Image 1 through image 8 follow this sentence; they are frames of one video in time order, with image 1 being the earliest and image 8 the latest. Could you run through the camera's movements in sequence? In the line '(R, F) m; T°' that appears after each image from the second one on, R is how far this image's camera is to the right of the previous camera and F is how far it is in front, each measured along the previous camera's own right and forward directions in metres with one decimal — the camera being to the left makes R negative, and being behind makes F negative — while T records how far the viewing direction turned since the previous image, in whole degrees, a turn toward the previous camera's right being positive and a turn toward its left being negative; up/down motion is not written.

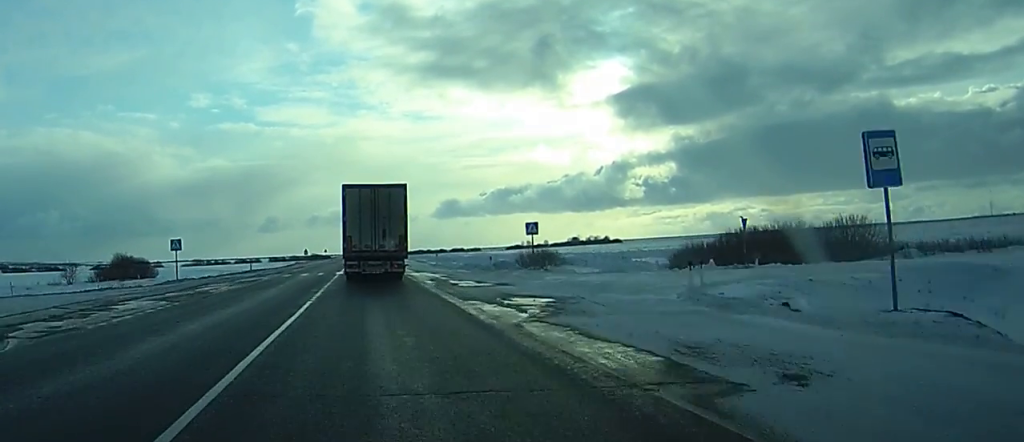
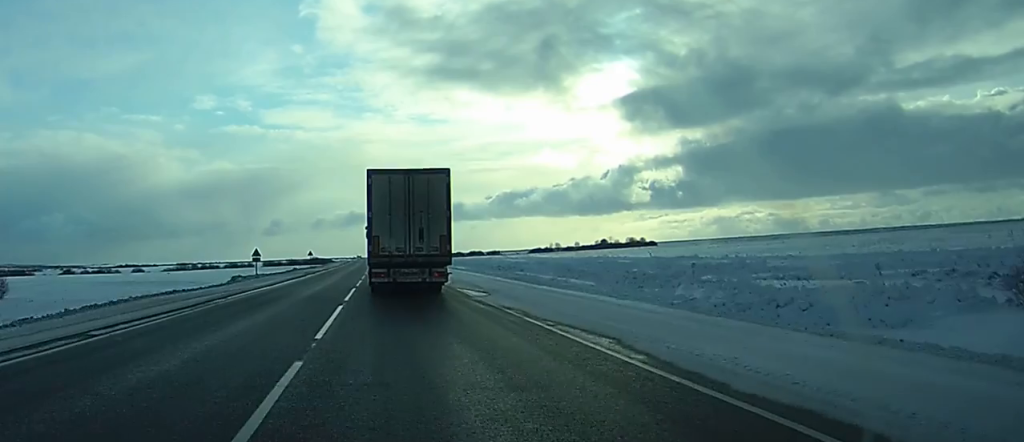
(-0.2, +85.8) m; 0°
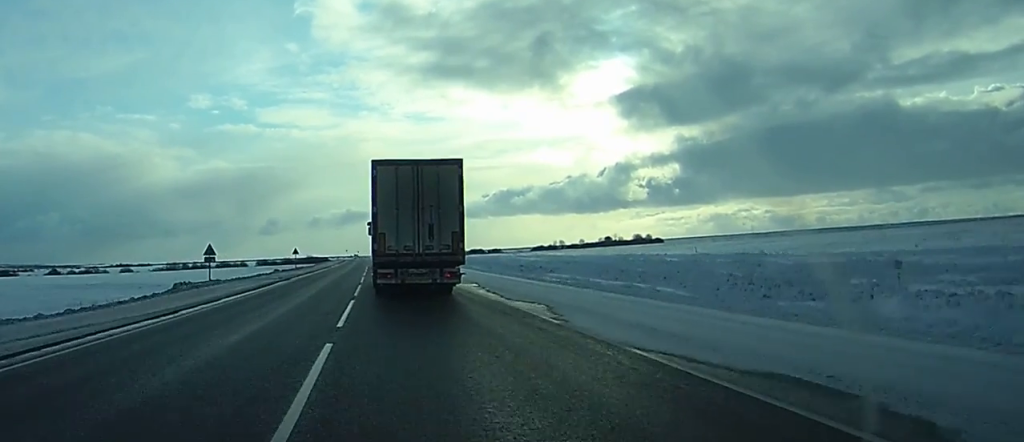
(-0.1, +21.9) m; 0°
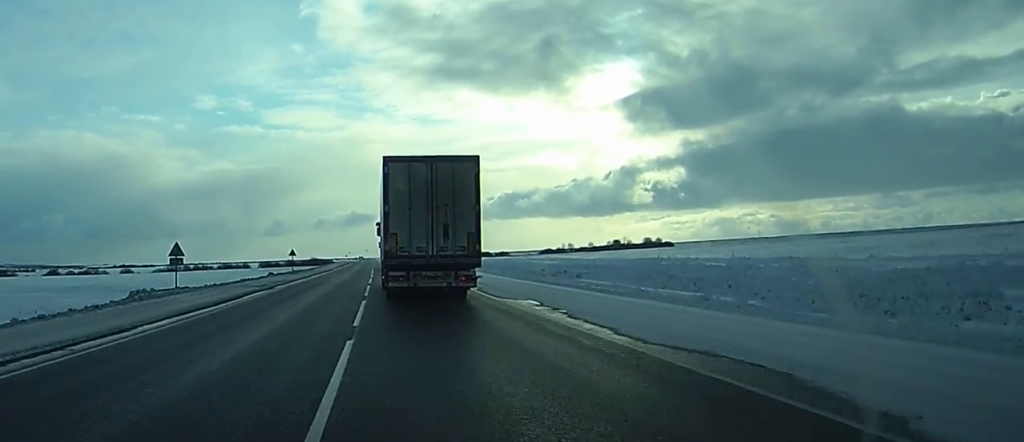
(0.0, +11.0) m; 0°
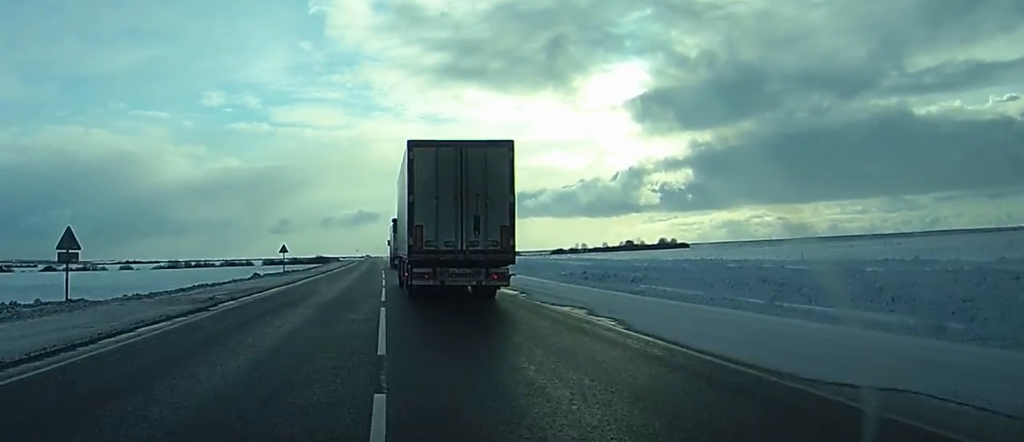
(-0.1, +16.8) m; 0°
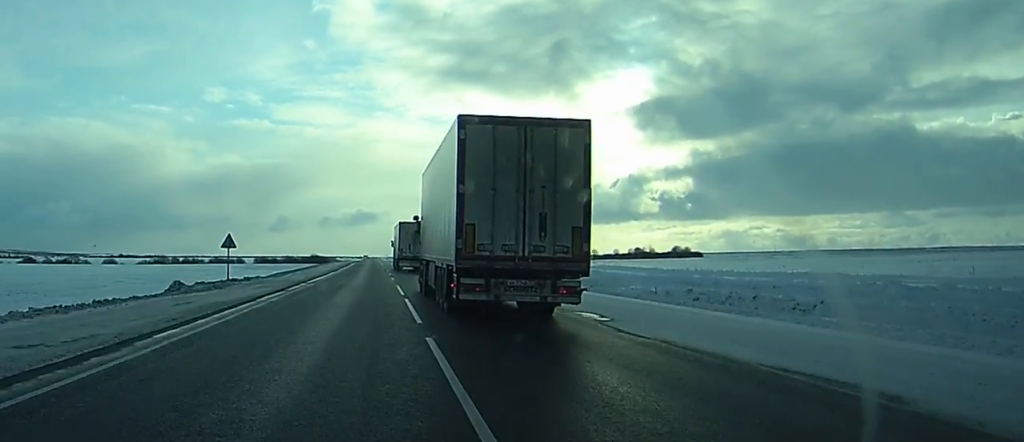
(0.0, +28.9) m; 0°
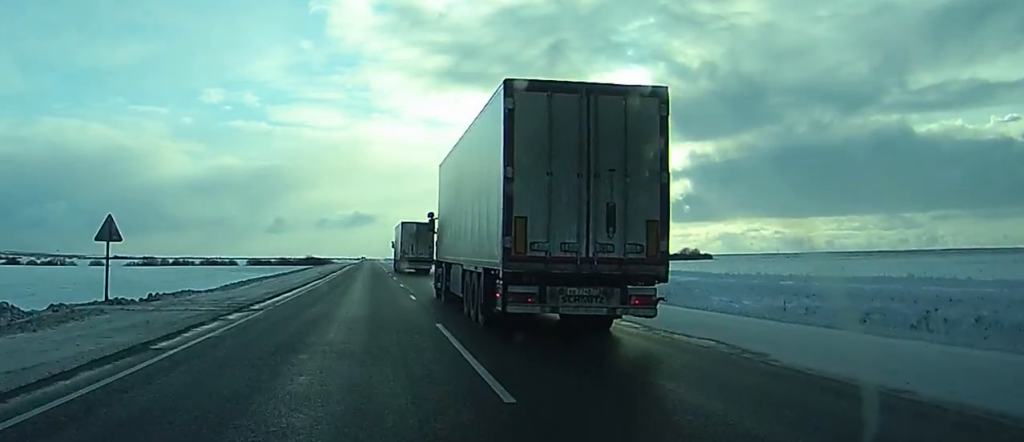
(-0.1, +19.8) m; 0°
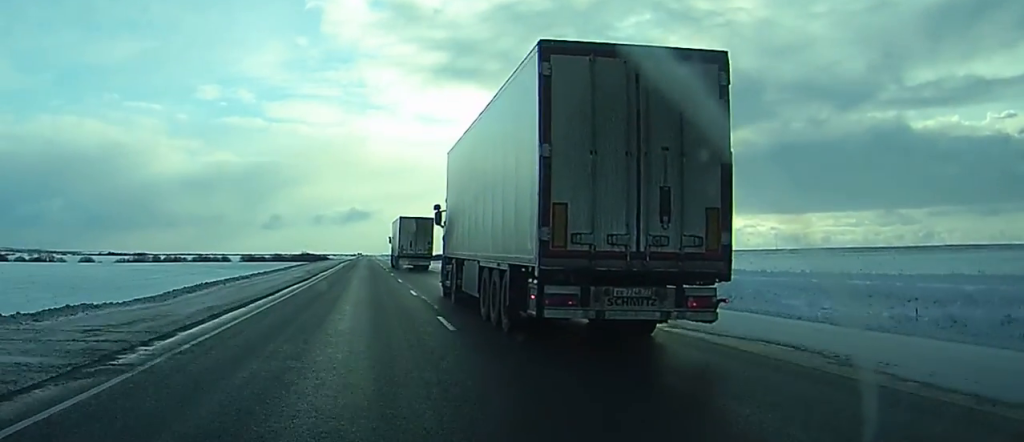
(0.0, +11.3) m; 0°
